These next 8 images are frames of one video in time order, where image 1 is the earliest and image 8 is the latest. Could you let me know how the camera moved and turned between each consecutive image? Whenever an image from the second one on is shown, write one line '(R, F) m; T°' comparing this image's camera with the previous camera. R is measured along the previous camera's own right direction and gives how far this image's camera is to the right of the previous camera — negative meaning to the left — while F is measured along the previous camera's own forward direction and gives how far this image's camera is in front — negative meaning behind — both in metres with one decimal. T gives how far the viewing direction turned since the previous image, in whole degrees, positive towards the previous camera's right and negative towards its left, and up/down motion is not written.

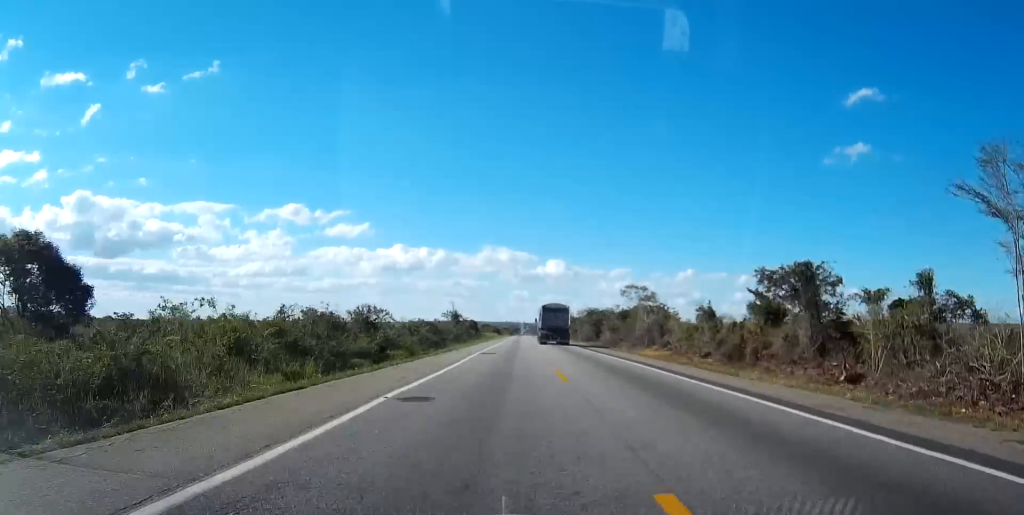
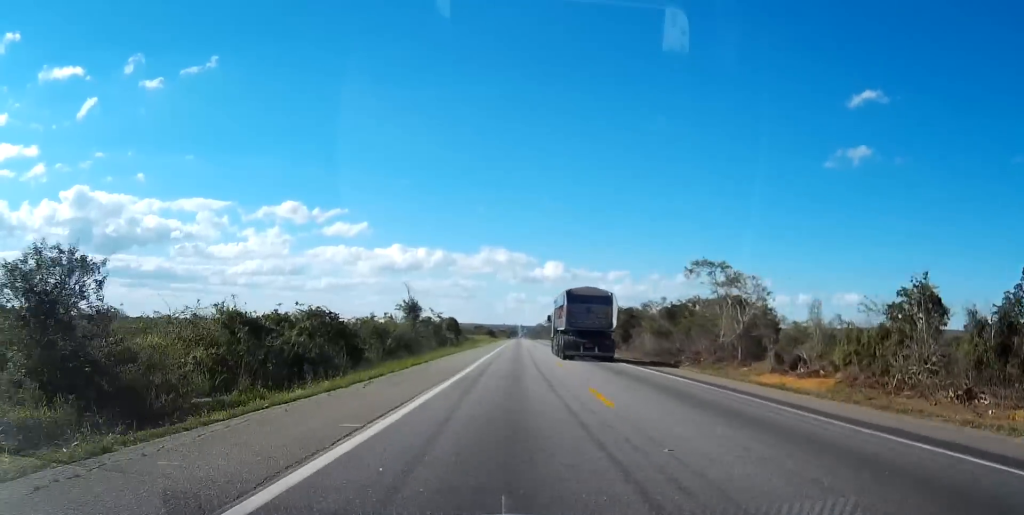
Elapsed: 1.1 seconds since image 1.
(+0.1, +52.3) m; 0°
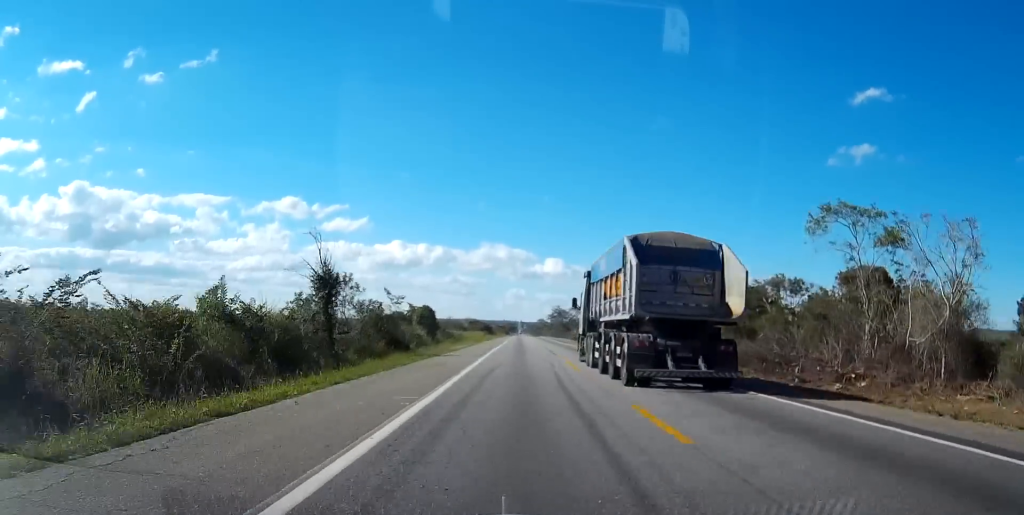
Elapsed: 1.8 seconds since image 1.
(0.0, +36.1) m; 0°
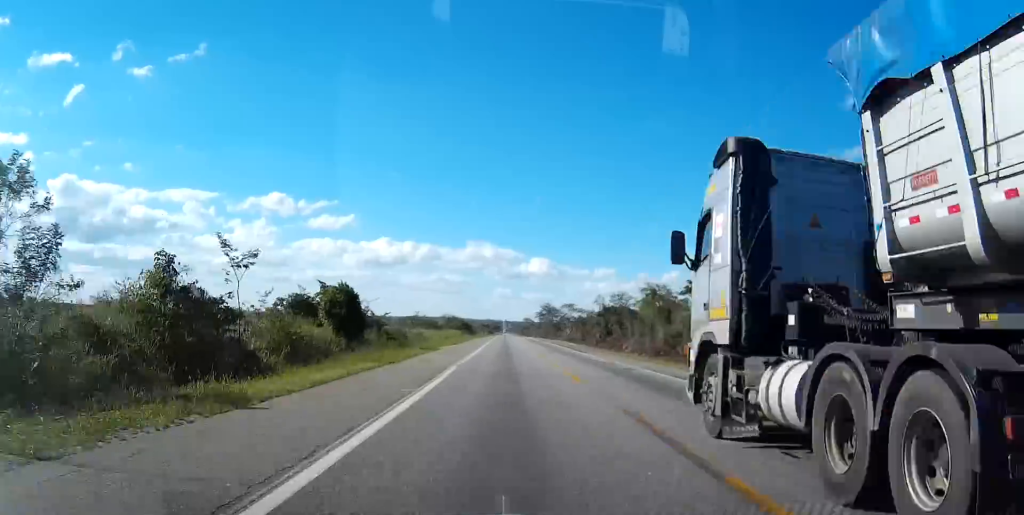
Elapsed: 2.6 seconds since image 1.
(0.0, +37.9) m; +1°
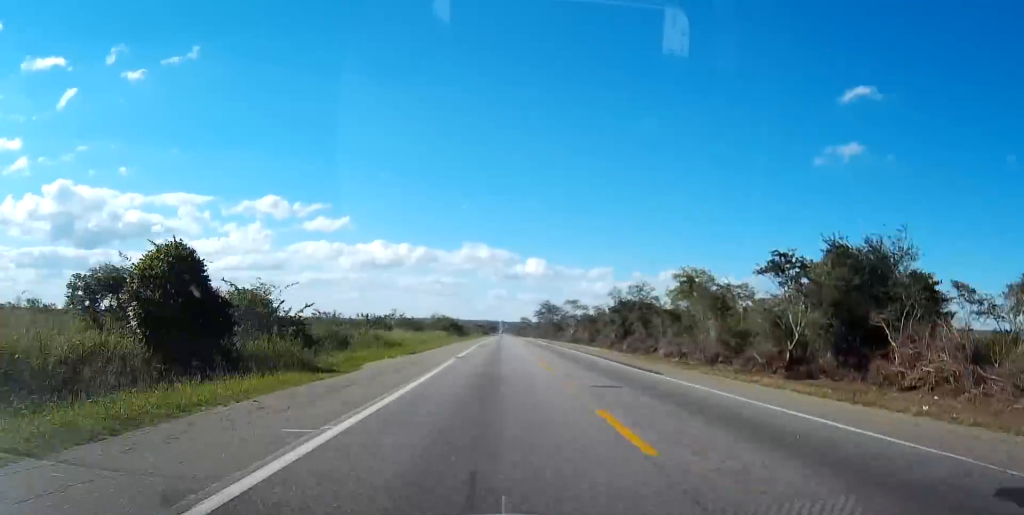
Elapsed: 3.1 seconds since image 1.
(+0.2, +26.6) m; 0°
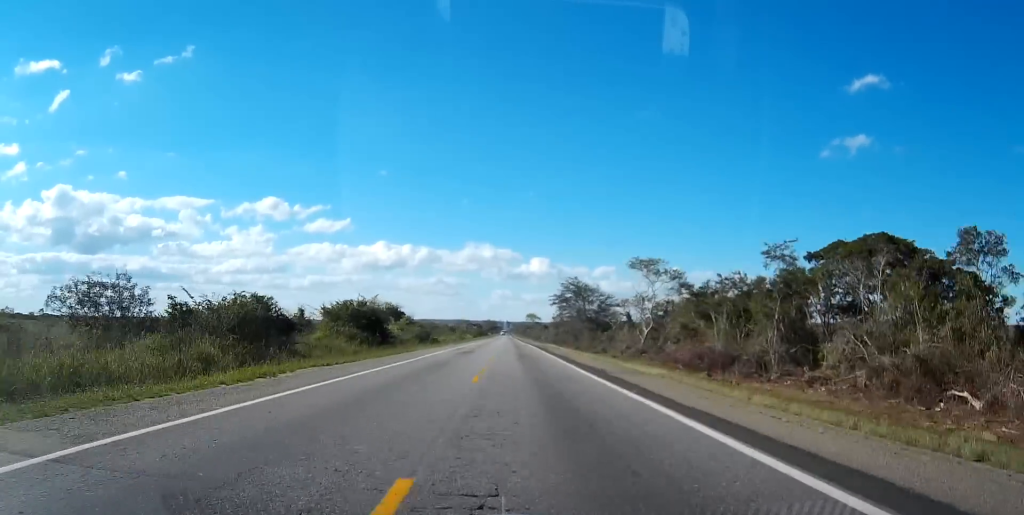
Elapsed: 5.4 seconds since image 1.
(+0.4, +116.6) m; 0°
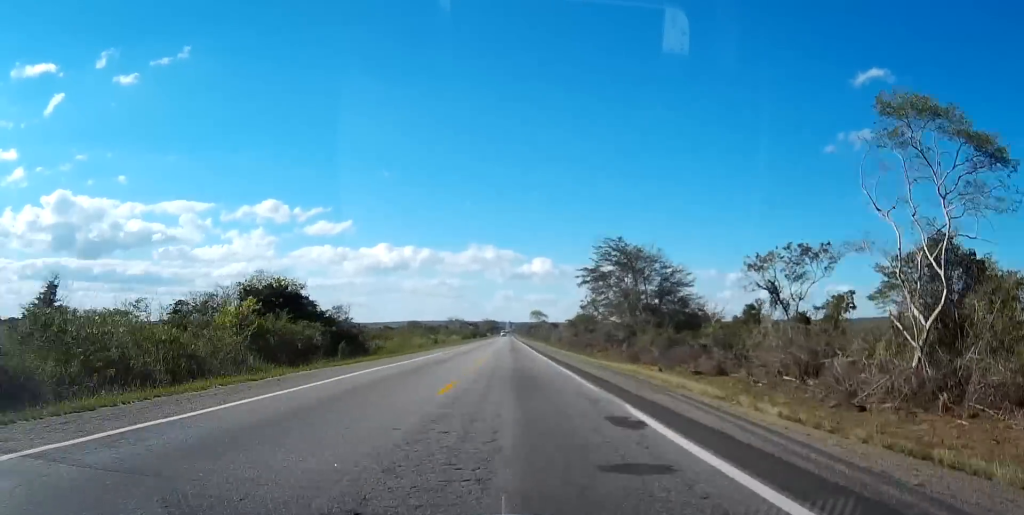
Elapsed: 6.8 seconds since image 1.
(-0.3, +67.1) m; 0°
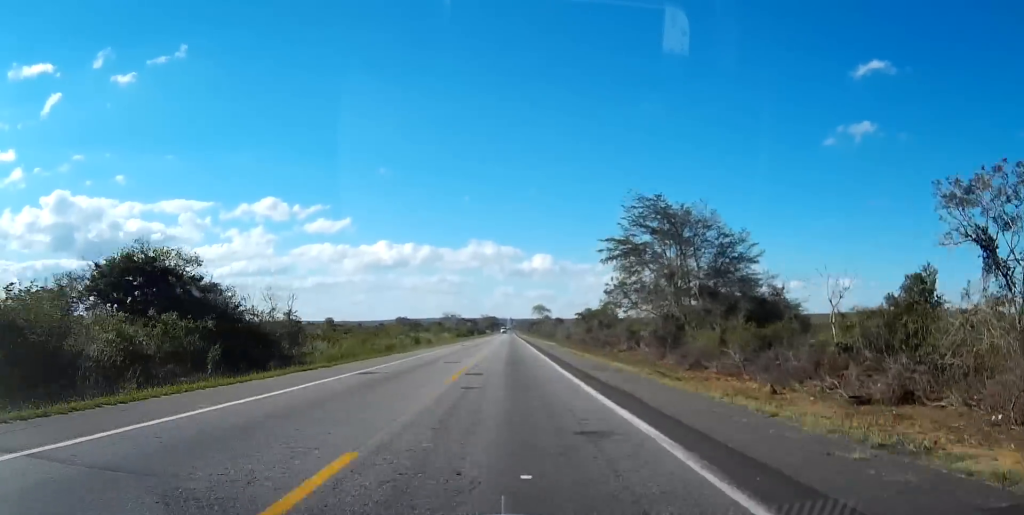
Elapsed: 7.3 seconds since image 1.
(0.0, +27.0) m; 0°
